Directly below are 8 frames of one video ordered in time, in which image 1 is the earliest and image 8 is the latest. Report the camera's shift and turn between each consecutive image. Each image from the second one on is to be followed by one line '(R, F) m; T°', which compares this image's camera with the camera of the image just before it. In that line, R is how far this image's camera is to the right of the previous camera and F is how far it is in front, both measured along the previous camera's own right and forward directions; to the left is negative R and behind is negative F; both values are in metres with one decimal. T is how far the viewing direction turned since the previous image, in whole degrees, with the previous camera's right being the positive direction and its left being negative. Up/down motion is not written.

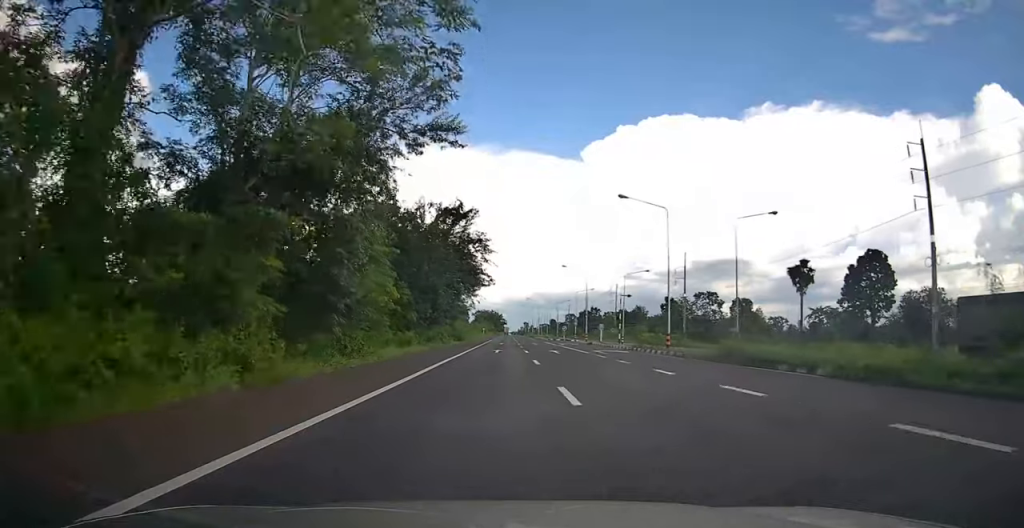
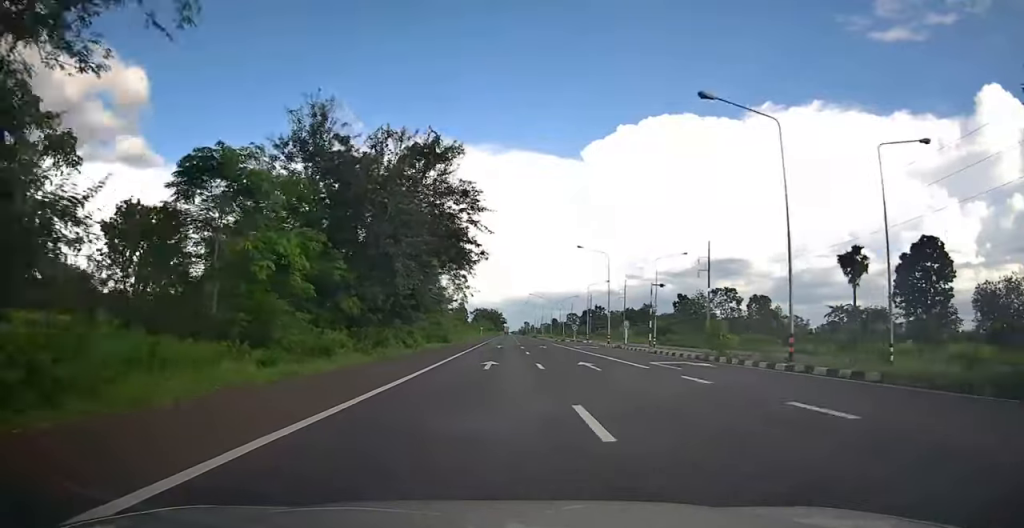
(0.0, +15.1) m; 0°
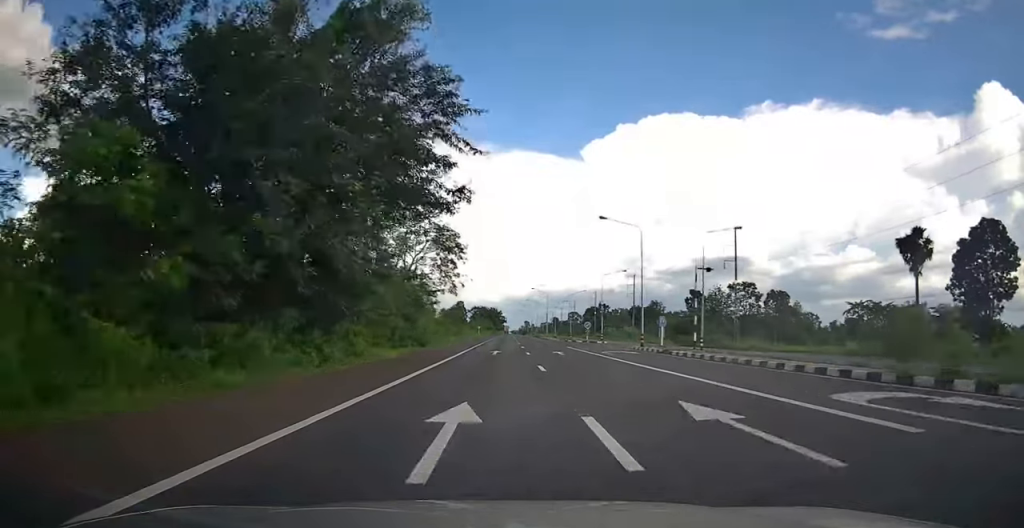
(0.0, +13.3) m; 0°
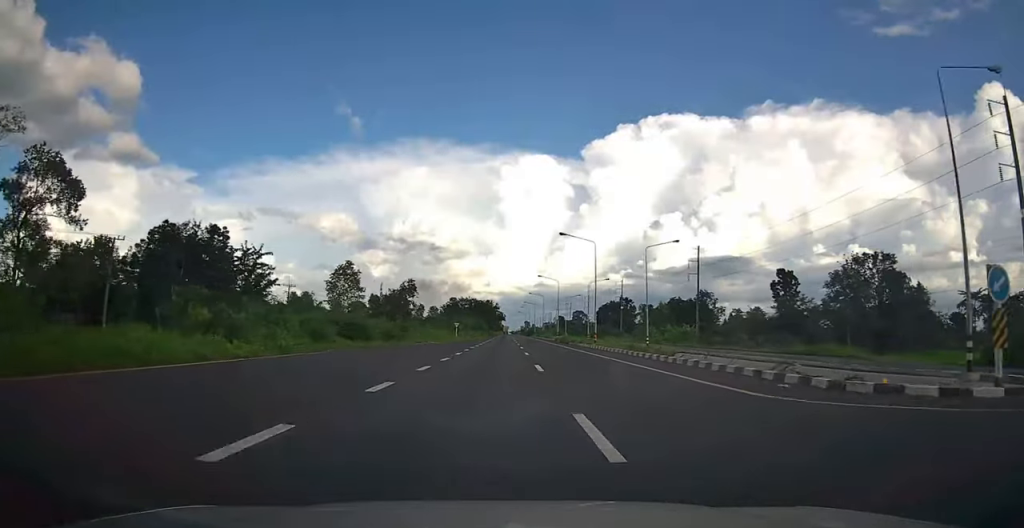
(+0.1, +59.7) m; 0°
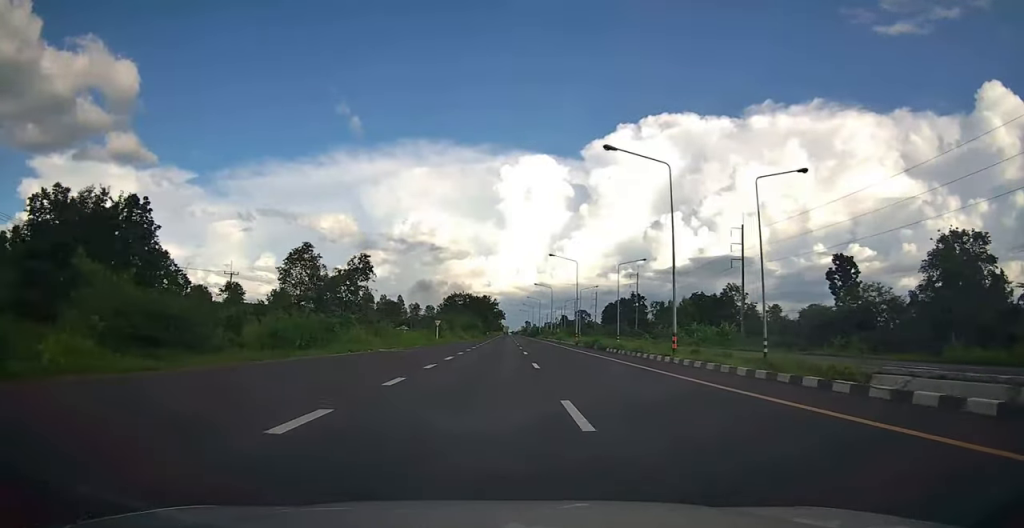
(+0.1, +22.4) m; 0°
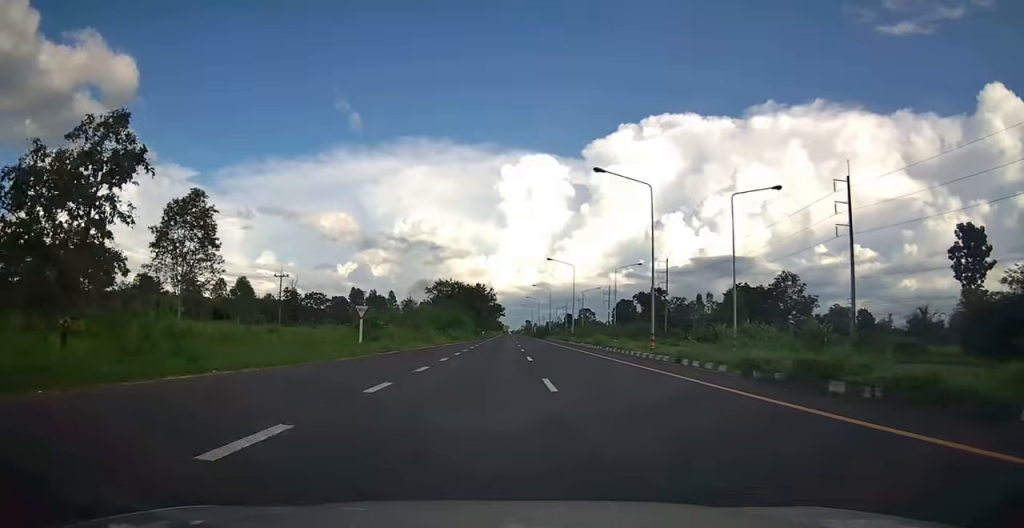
(0.0, +31.3) m; 0°
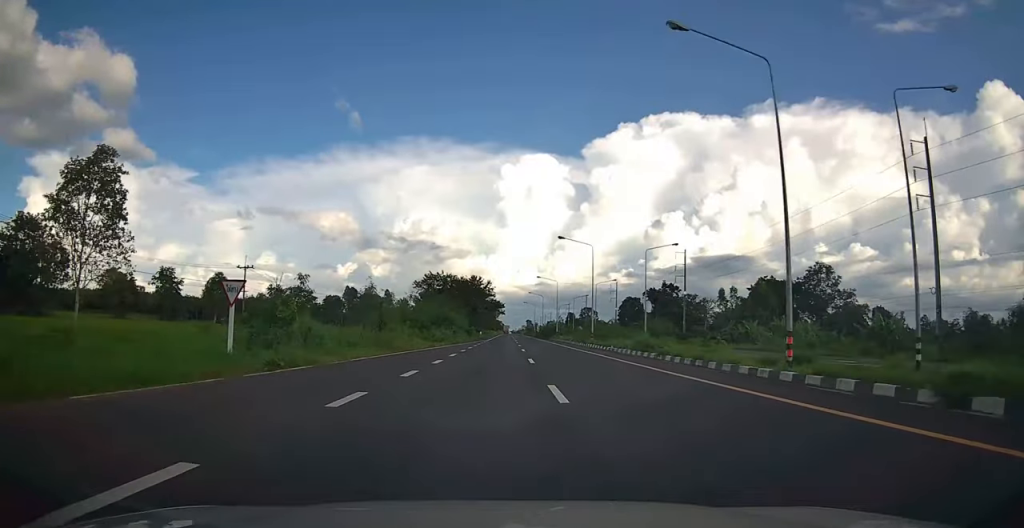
(+0.1, +14.1) m; 0°
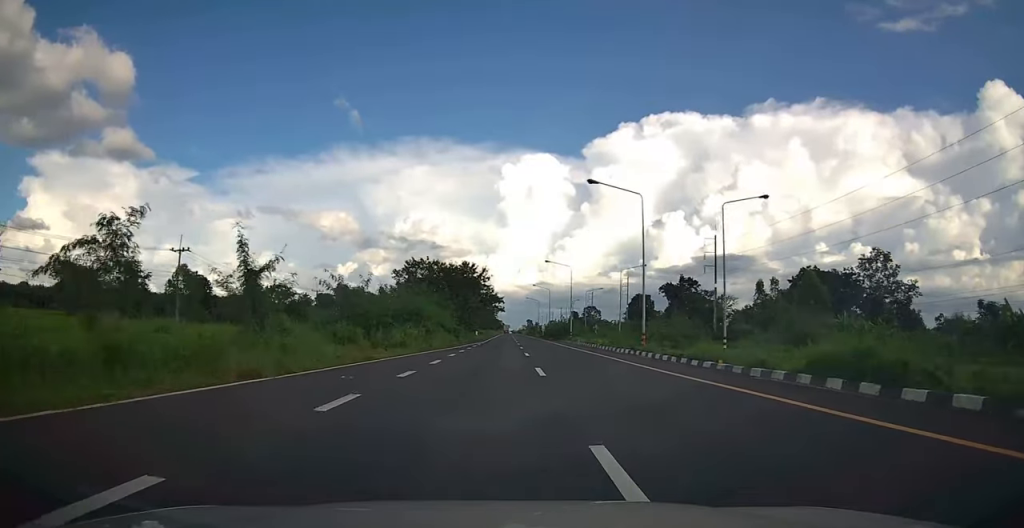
(0.0, +18.8) m; 0°
